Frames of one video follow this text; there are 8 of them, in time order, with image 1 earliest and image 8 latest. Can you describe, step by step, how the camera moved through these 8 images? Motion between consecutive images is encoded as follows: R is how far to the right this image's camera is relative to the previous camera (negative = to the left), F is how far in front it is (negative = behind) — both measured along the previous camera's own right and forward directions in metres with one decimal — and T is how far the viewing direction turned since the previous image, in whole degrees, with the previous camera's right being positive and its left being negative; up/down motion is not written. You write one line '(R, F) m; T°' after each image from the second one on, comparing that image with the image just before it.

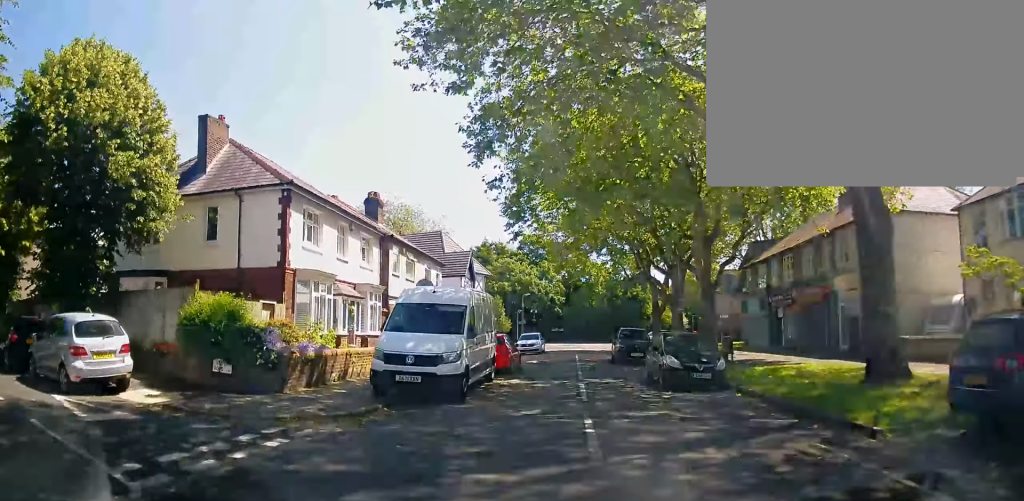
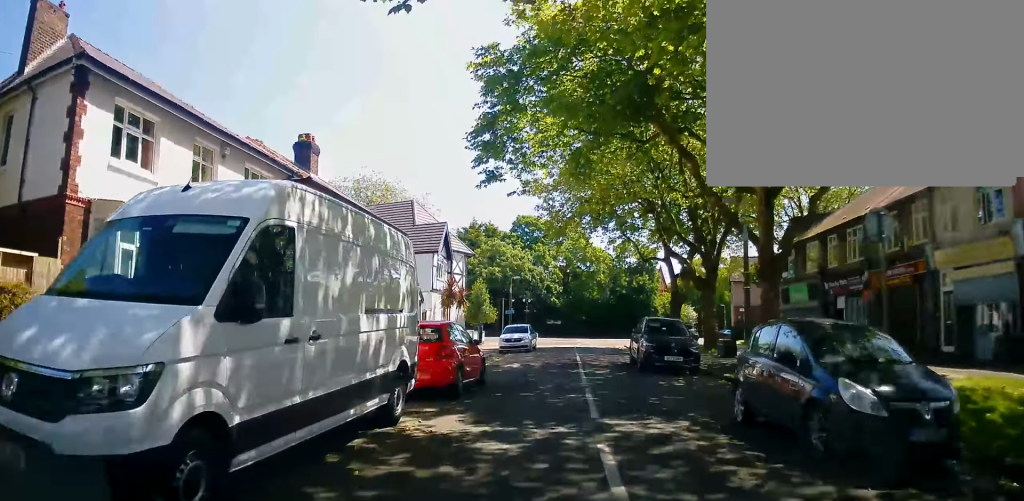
(+0.7, +9.4) m; +5°
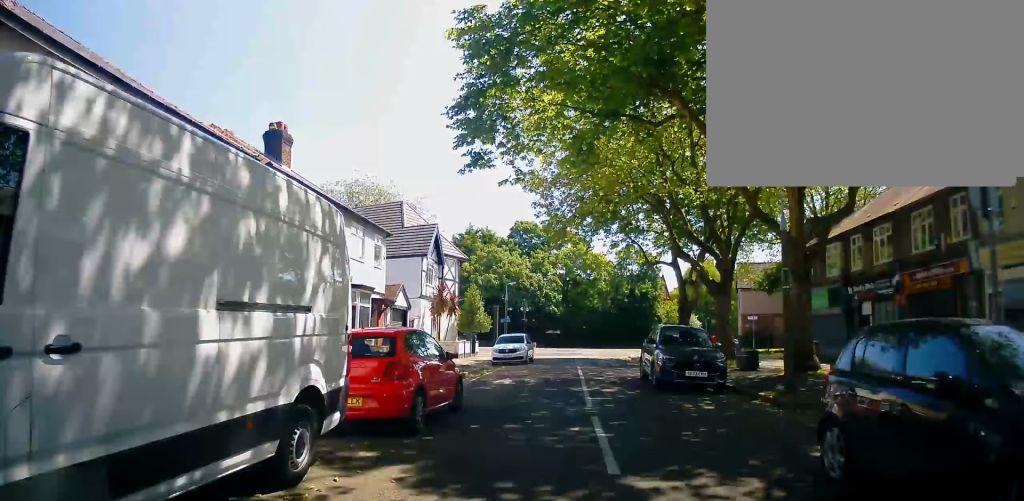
(-0.2, +3.0) m; -1°
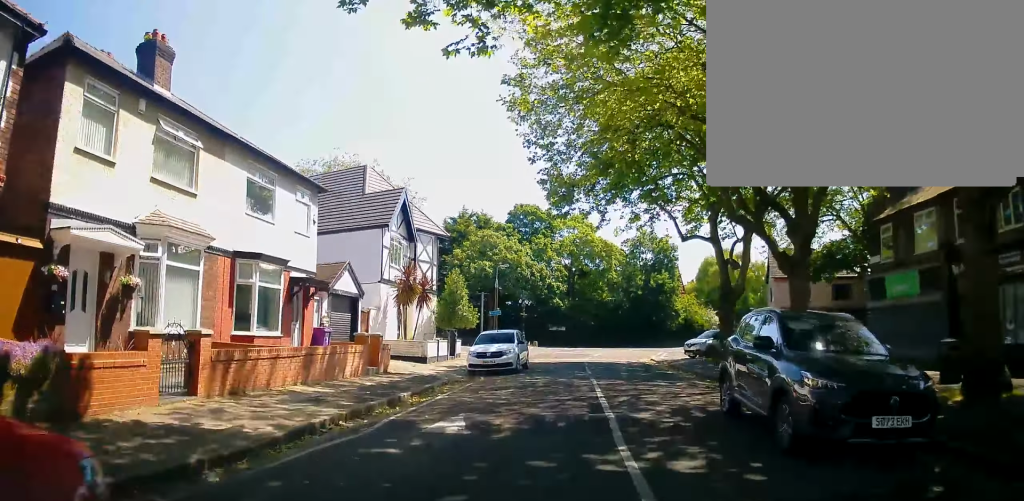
(-0.3, +9.2) m; -5°
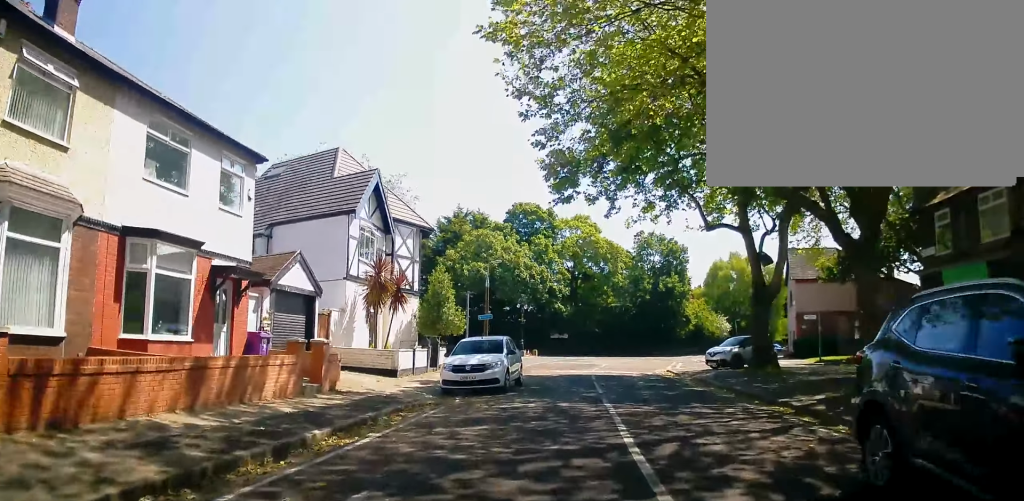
(-0.2, +4.7) m; -3°
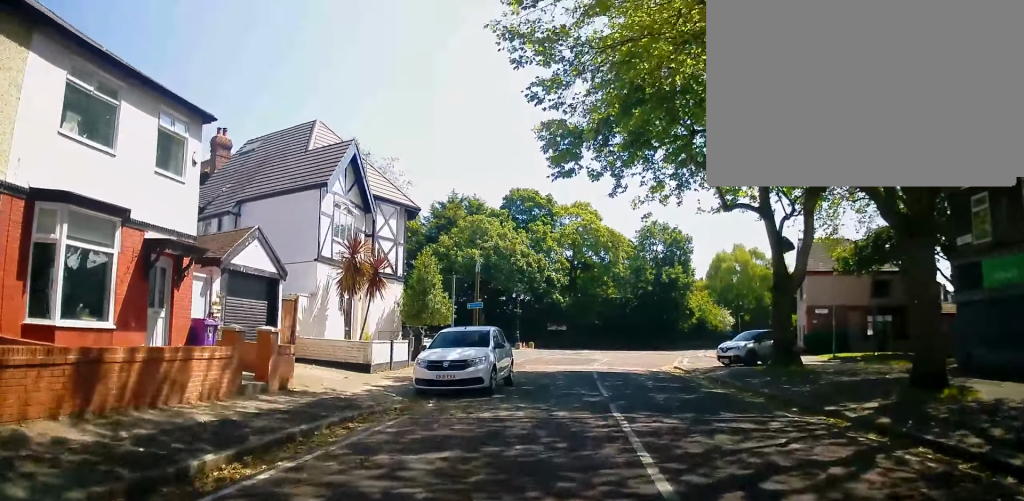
(-0.2, +2.8) m; -2°
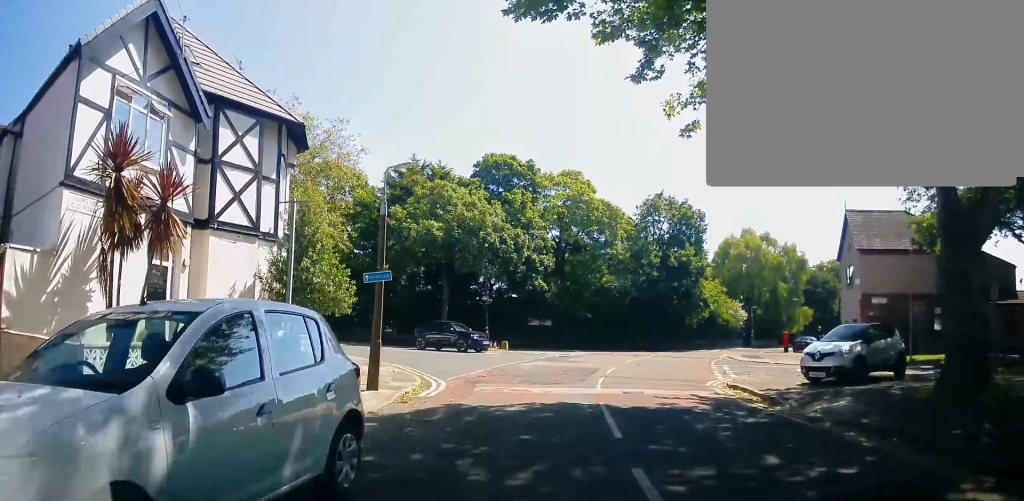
(+1.1, +11.5) m; +12°
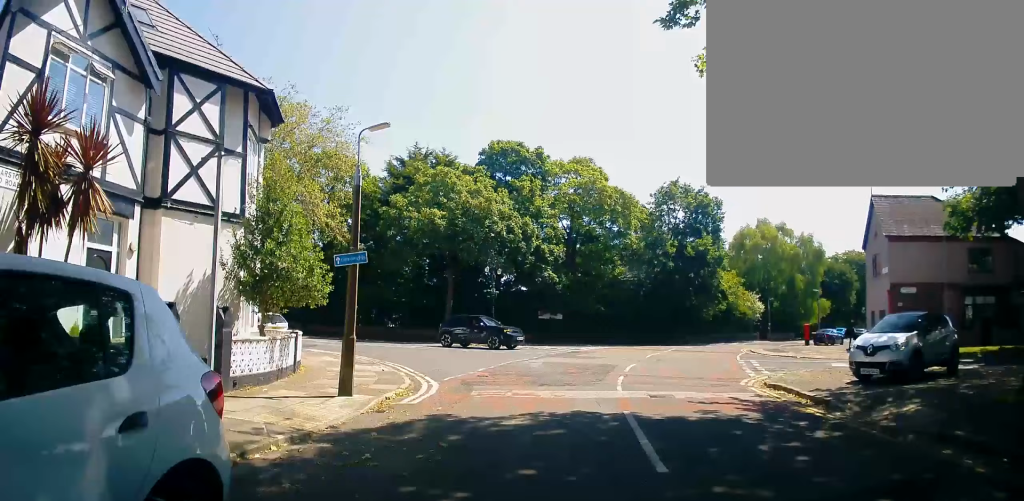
(+0.1, +2.4) m; -4°
